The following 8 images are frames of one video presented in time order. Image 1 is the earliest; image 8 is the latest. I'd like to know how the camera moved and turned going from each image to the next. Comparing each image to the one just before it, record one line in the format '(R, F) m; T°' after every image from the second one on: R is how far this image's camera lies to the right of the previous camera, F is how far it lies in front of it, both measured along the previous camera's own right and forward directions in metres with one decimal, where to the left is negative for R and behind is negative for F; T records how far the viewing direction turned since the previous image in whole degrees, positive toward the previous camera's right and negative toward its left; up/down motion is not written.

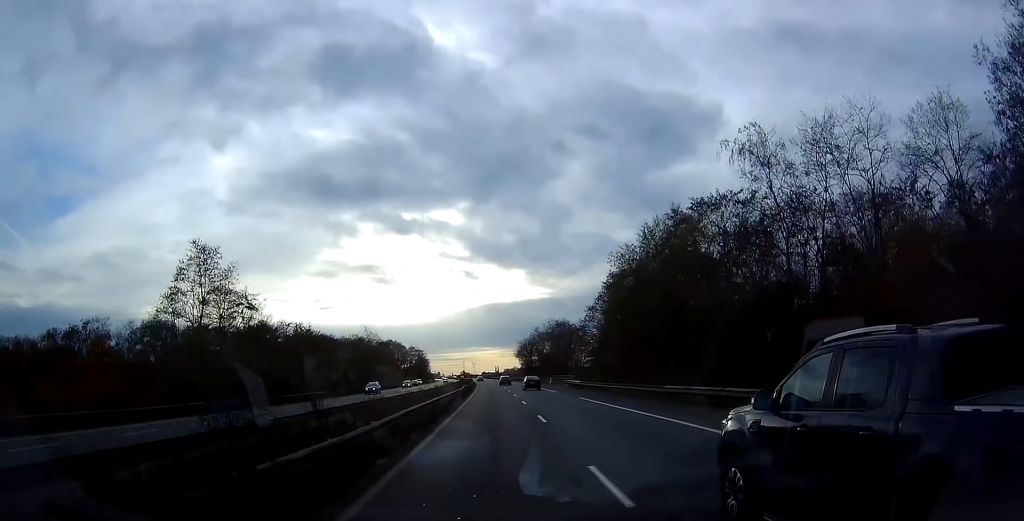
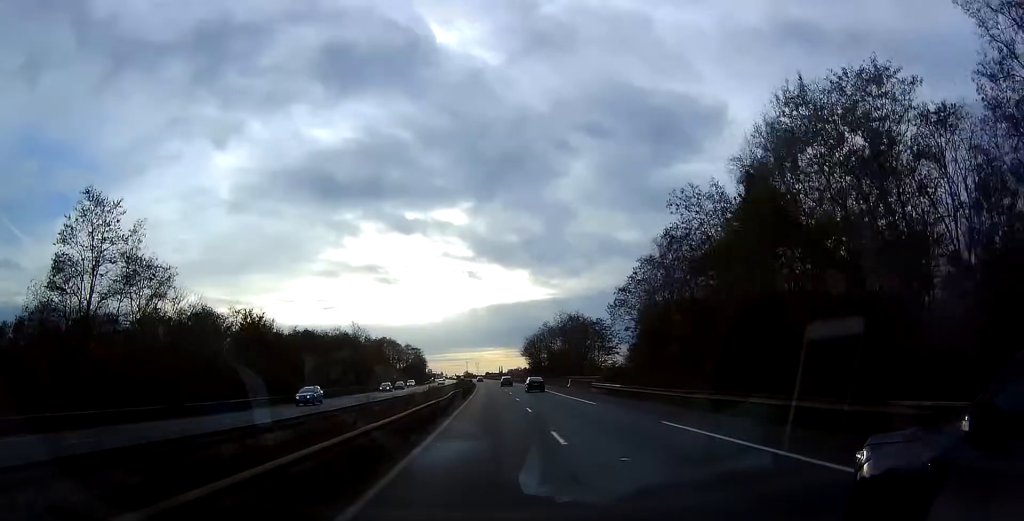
(-0.3, +18.7) m; 0°
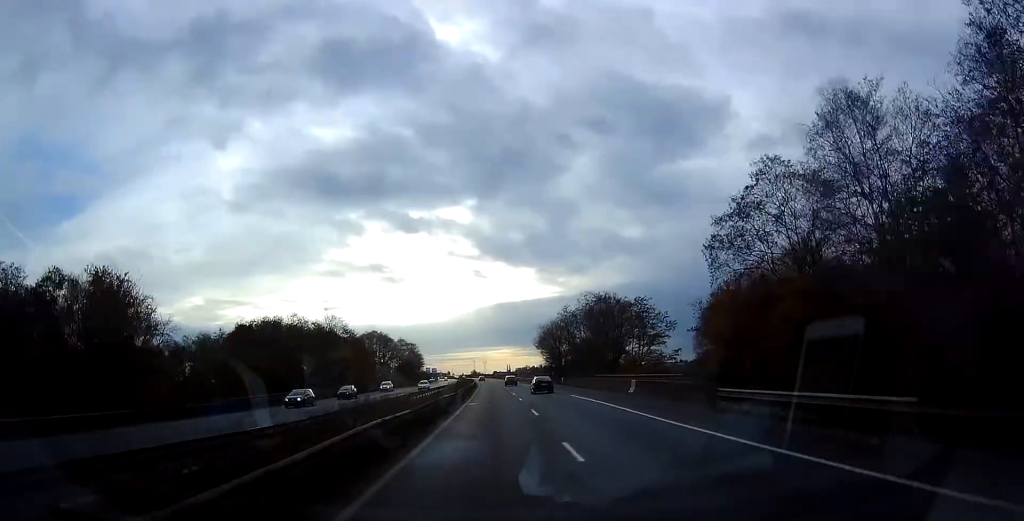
(0.0, +28.7) m; -1°
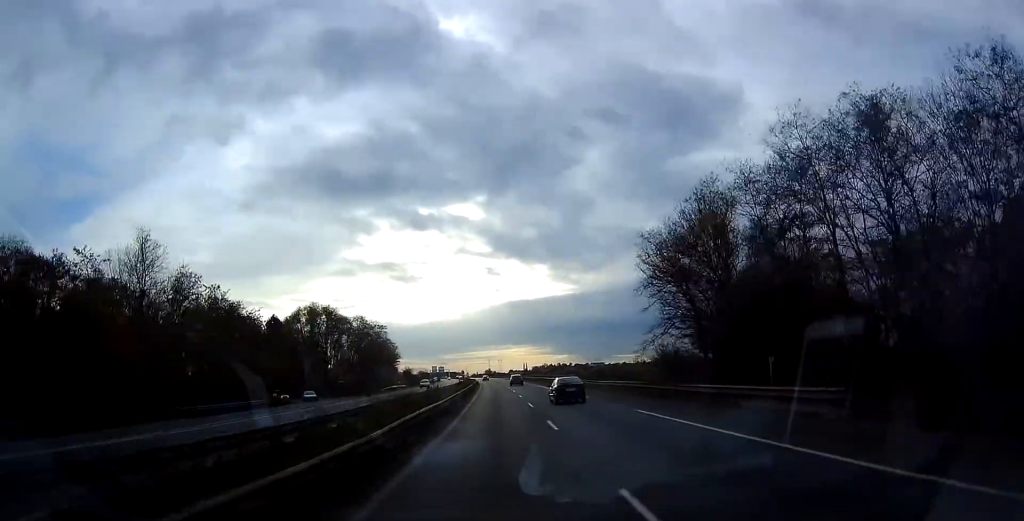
(-1.2, +70.2) m; -2°
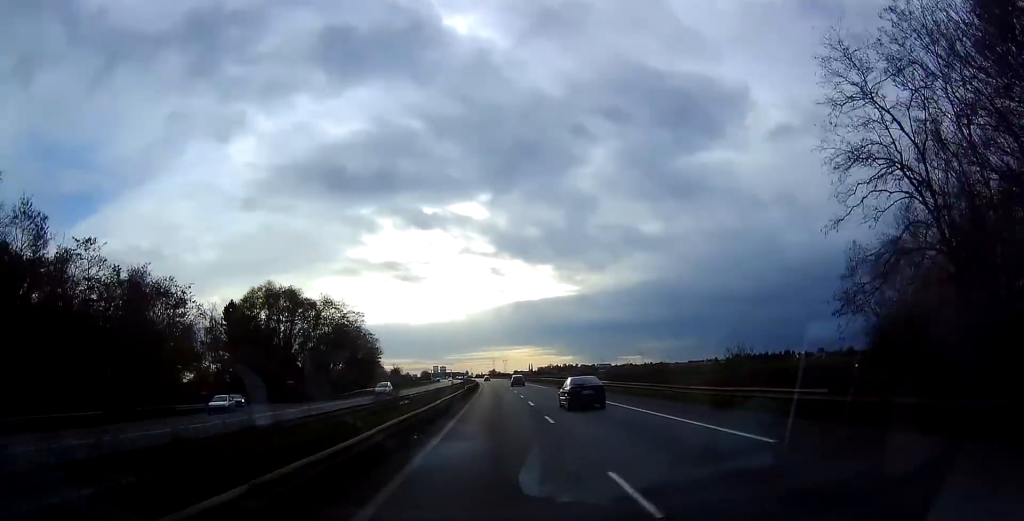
(-0.1, +24.0) m; -1°
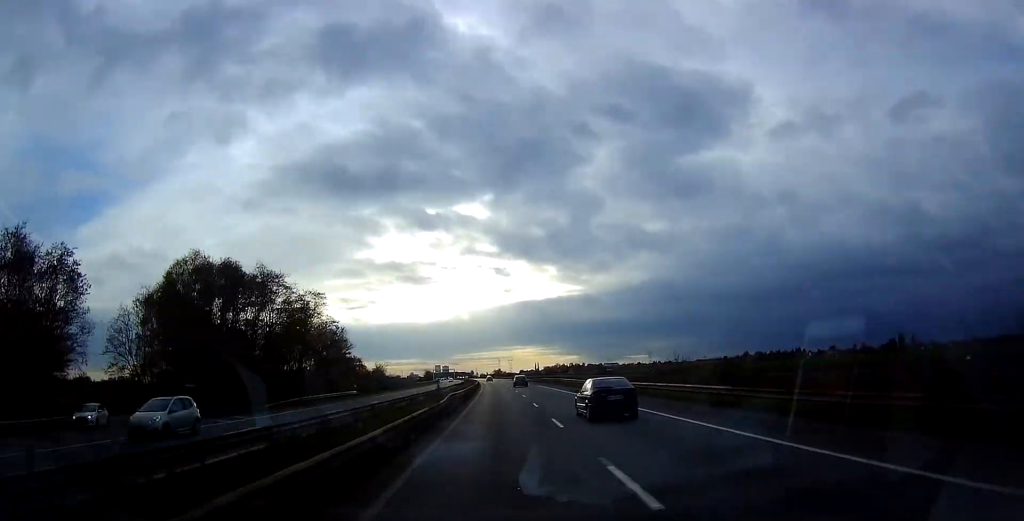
(-0.1, +24.0) m; -1°
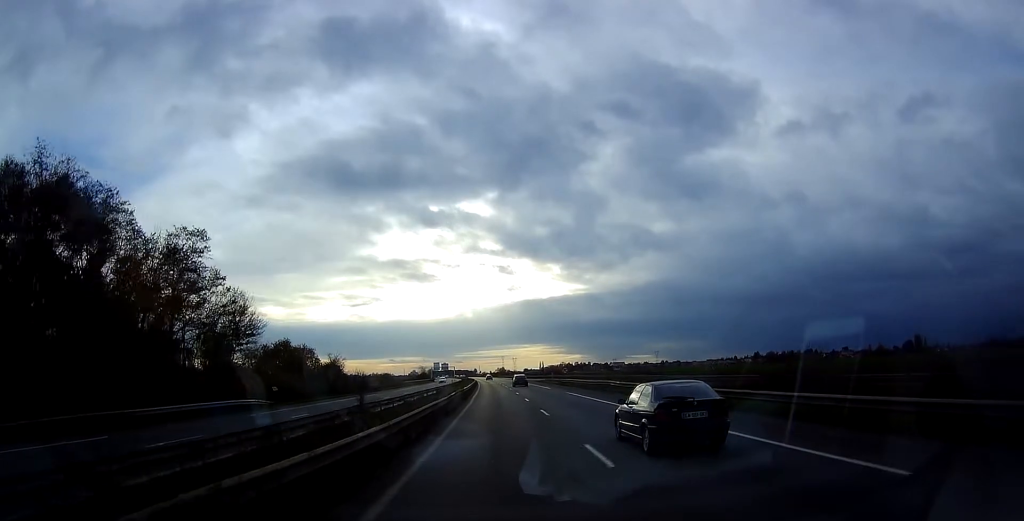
(-0.3, +31.9) m; -1°
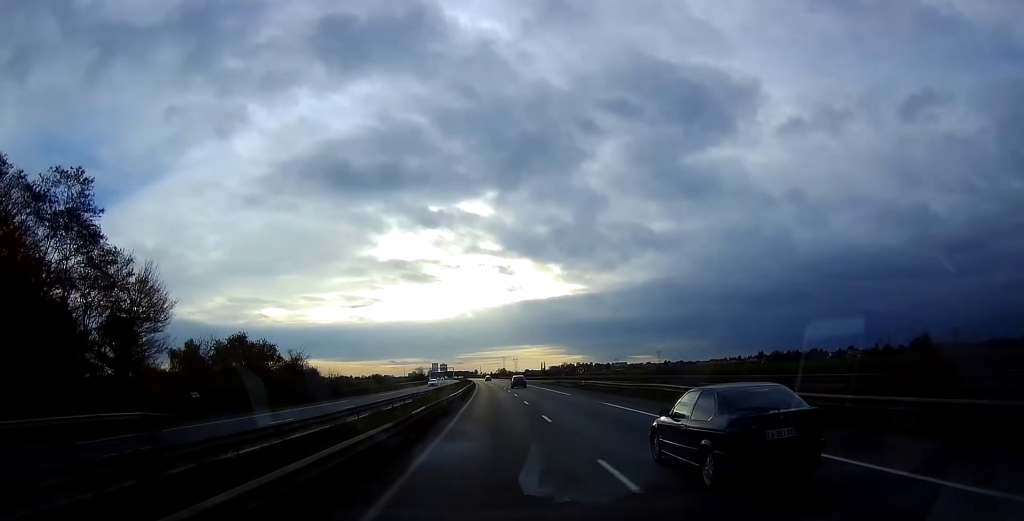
(0.0, +15.1) m; 0°
